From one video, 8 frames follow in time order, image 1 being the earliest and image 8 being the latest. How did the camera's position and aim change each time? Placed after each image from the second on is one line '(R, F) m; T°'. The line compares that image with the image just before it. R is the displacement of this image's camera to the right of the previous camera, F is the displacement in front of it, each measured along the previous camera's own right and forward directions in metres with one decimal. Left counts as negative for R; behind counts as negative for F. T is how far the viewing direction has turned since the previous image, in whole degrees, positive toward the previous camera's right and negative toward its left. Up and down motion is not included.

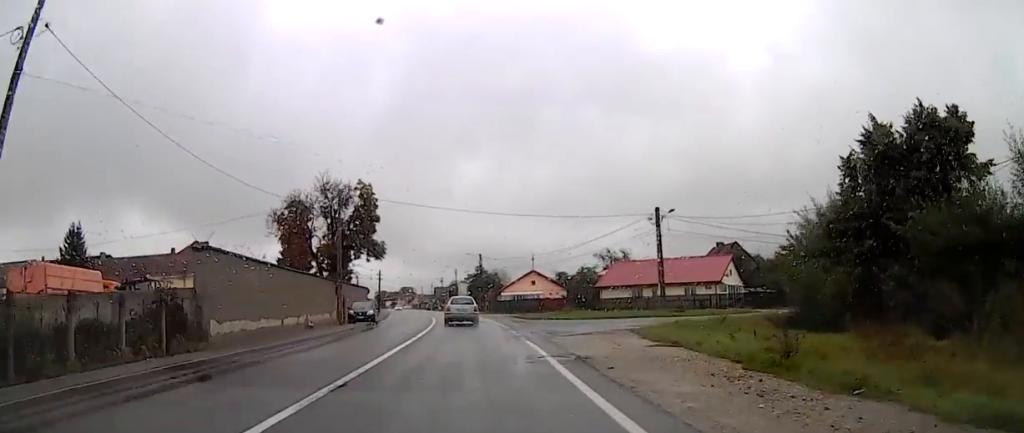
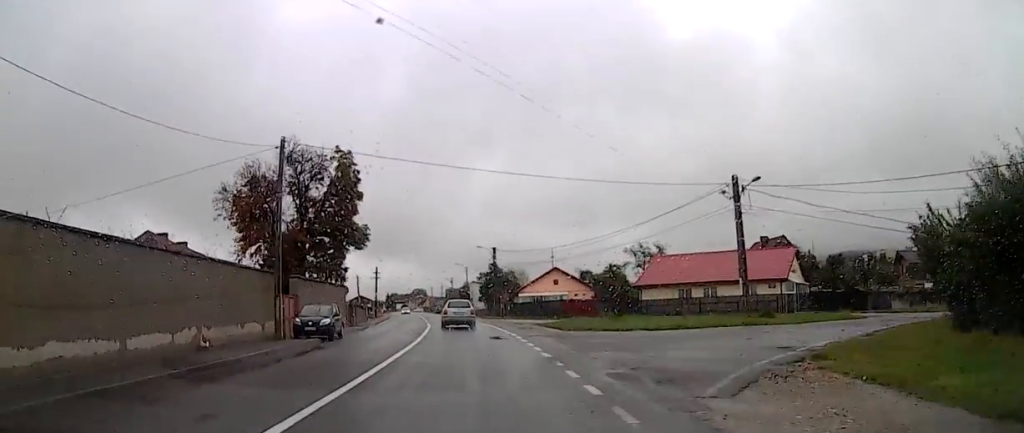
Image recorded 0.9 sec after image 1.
(-0.2, +14.3) m; -3°
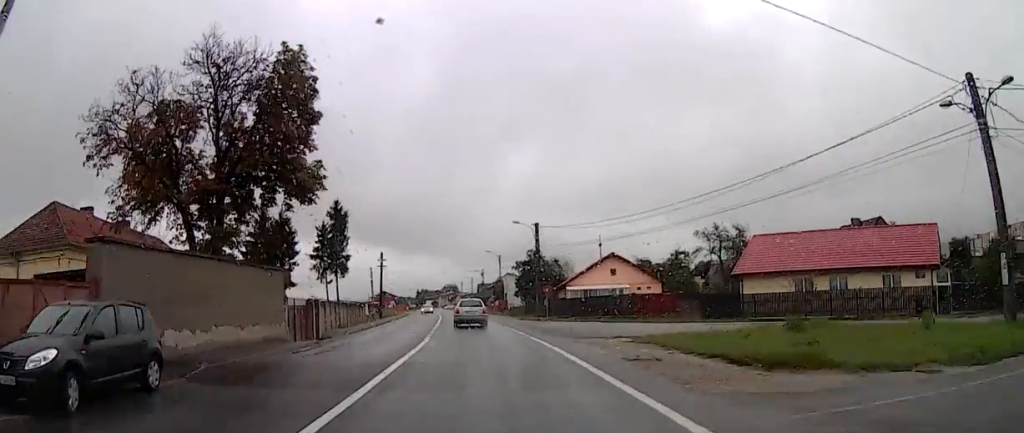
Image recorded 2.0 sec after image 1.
(-0.8, +19.0) m; 0°
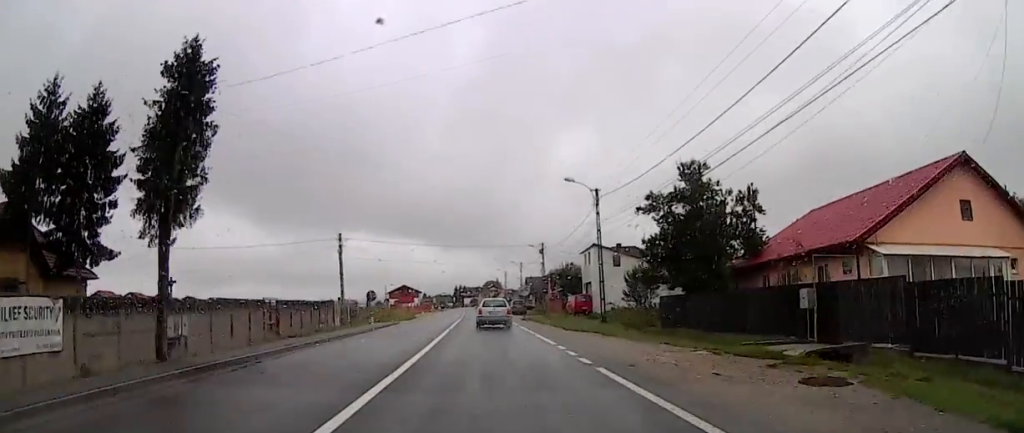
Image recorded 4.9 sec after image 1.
(-0.9, +51.1) m; -5°
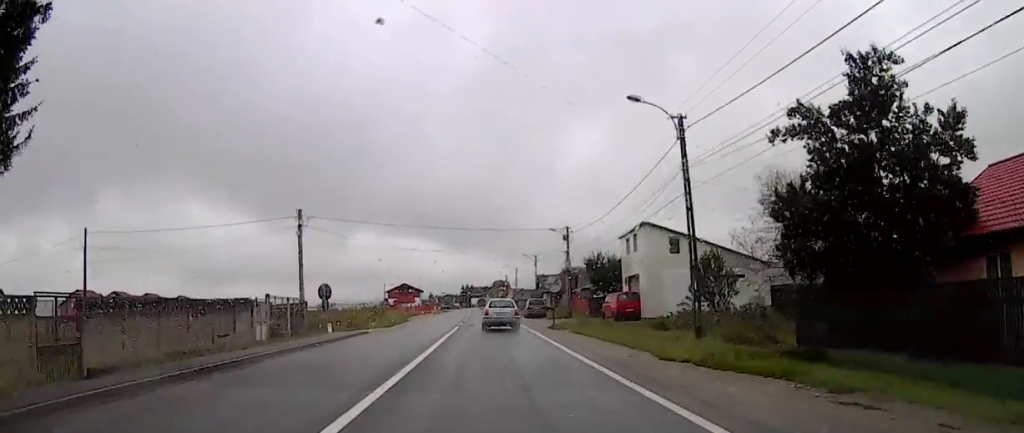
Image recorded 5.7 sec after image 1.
(0.0, +15.3) m; 0°
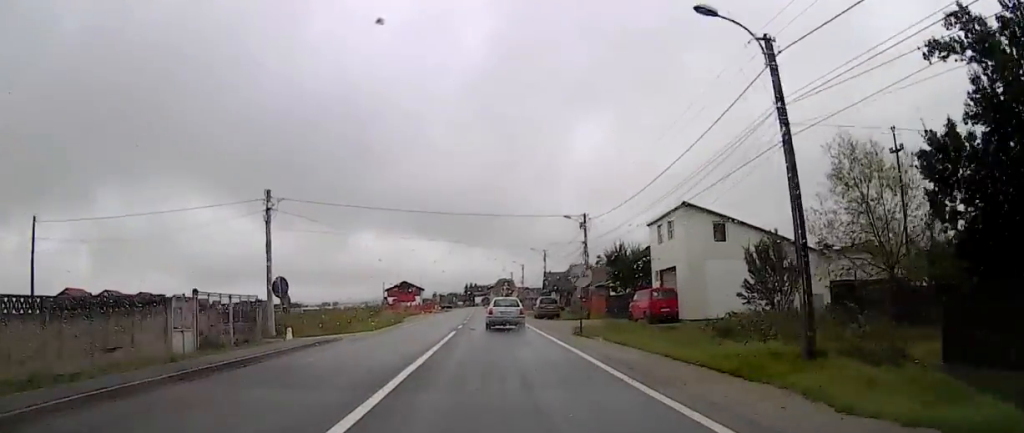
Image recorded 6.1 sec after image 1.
(0.0, +7.4) m; 0°
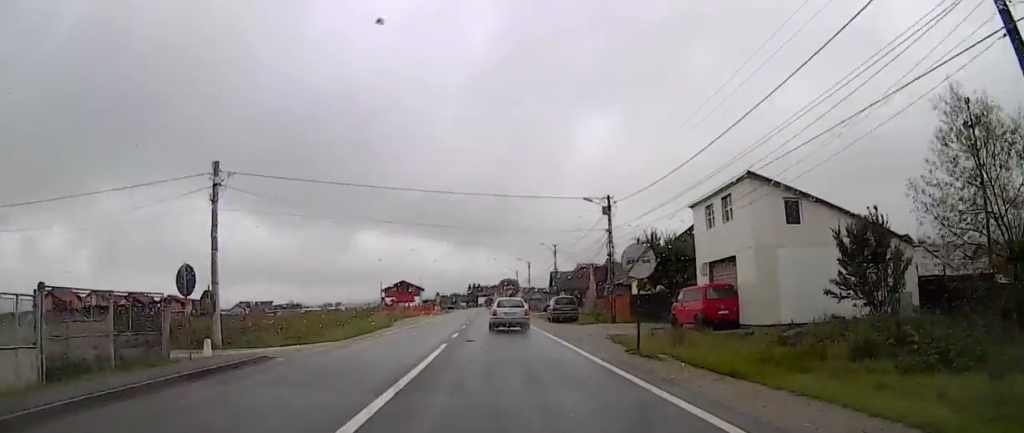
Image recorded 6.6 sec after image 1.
(0.0, +8.1) m; 0°
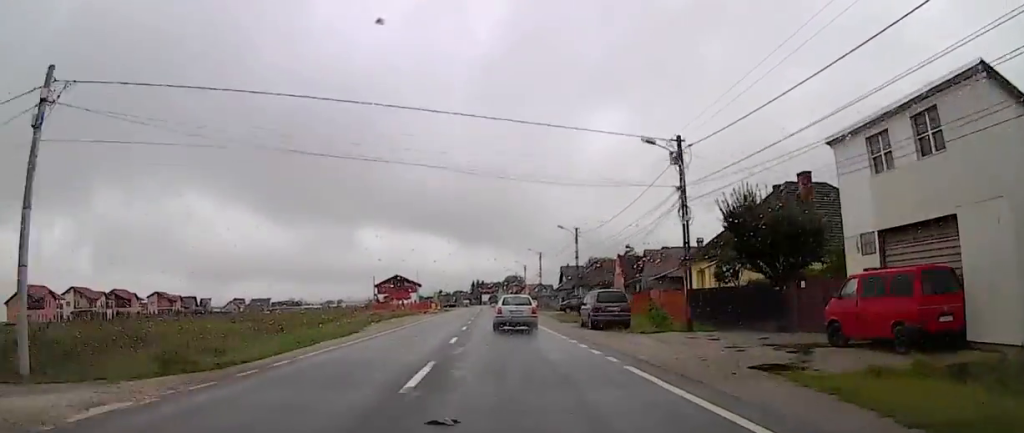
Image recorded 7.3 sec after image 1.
(0.0, +14.6) m; -1°
